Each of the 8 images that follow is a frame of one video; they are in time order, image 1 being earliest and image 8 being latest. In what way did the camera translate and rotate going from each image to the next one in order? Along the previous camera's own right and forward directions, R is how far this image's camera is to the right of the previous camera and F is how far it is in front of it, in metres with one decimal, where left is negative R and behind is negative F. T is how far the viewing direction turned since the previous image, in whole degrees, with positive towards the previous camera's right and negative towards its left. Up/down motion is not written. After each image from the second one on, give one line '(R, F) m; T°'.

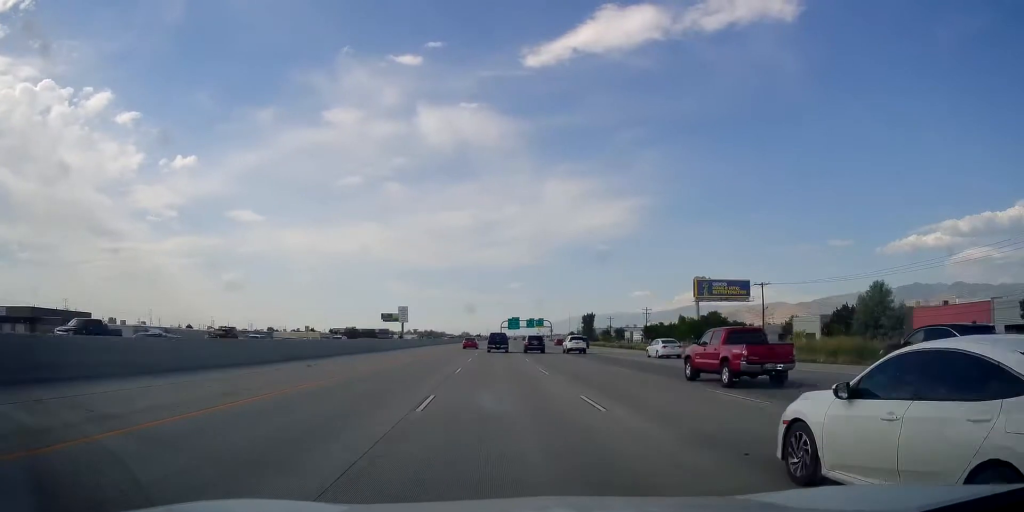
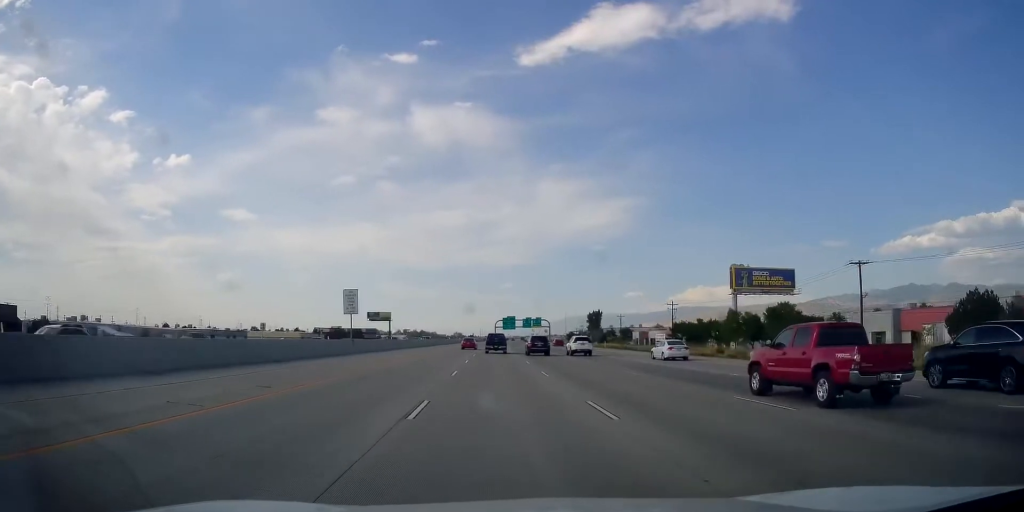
(0.0, +25.5) m; 0°
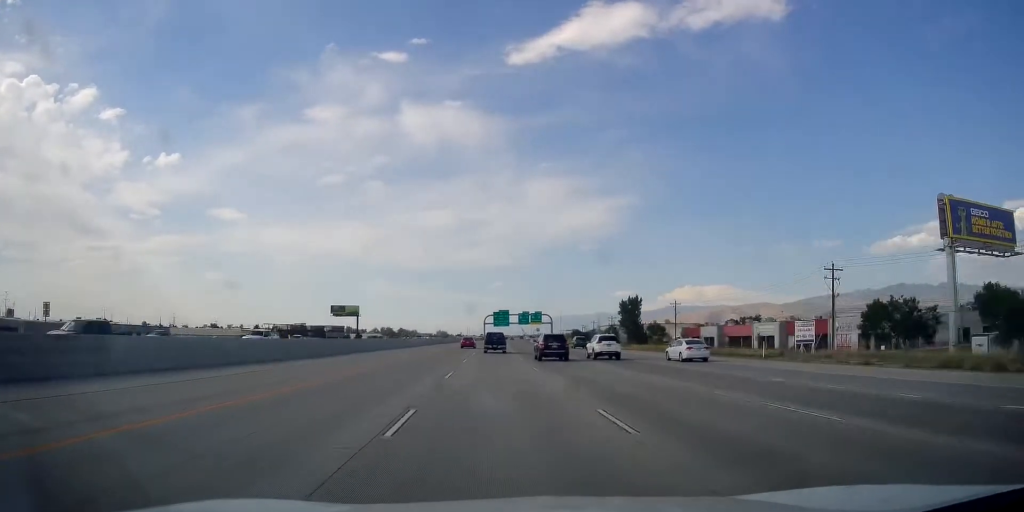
(+0.1, +62.9) m; +1°
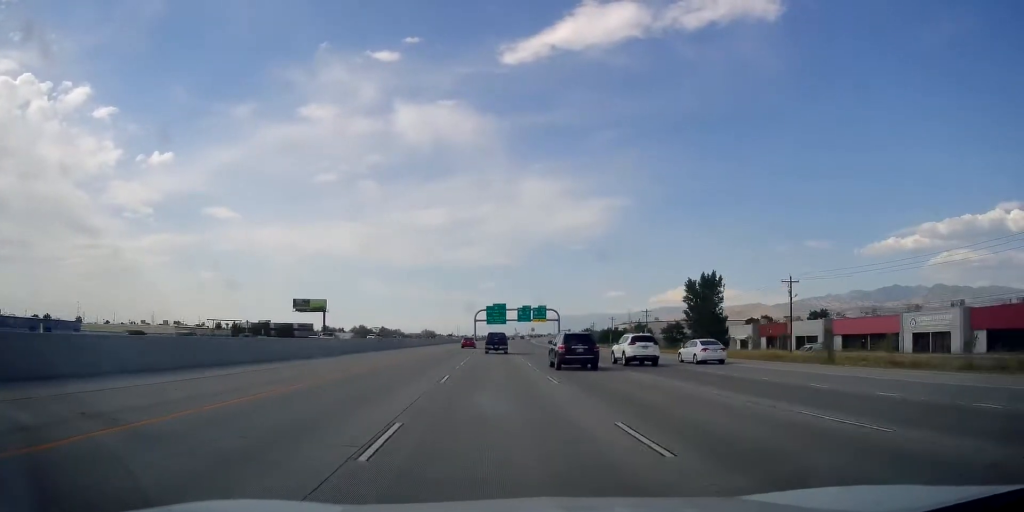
(+1.2, +50.7) m; +2°
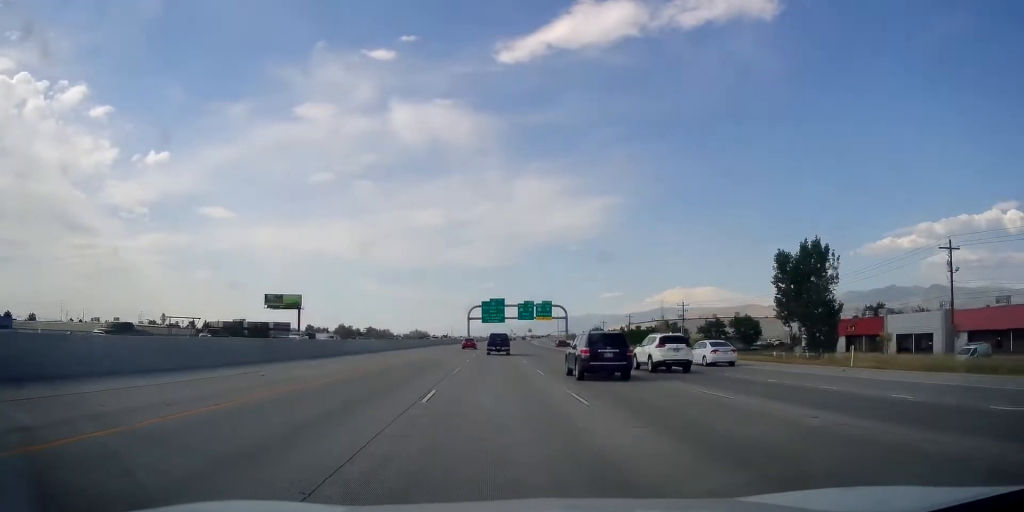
(+0.4, +30.1) m; 0°
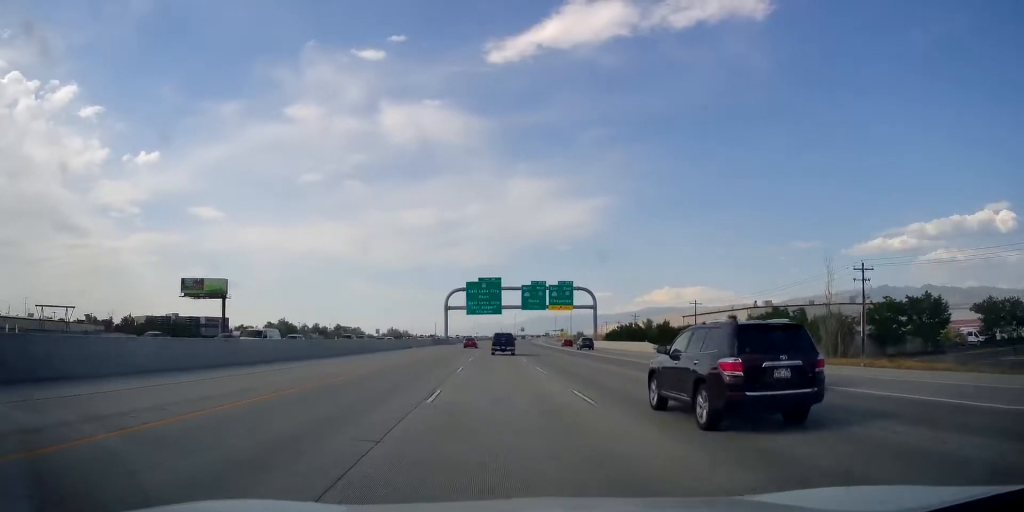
(+0.2, +61.0) m; +1°
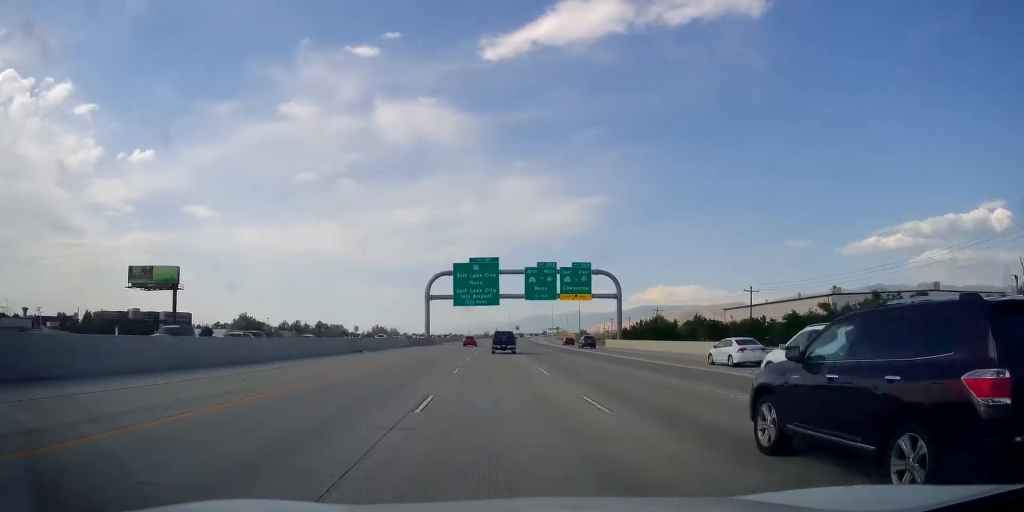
(+0.1, +26.4) m; +1°
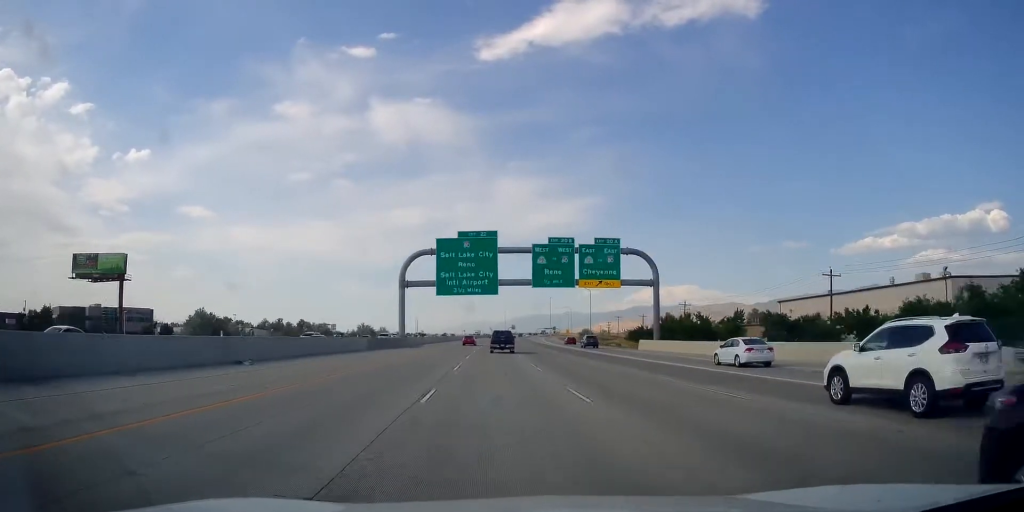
(+0.1, +22.7) m; 0°
